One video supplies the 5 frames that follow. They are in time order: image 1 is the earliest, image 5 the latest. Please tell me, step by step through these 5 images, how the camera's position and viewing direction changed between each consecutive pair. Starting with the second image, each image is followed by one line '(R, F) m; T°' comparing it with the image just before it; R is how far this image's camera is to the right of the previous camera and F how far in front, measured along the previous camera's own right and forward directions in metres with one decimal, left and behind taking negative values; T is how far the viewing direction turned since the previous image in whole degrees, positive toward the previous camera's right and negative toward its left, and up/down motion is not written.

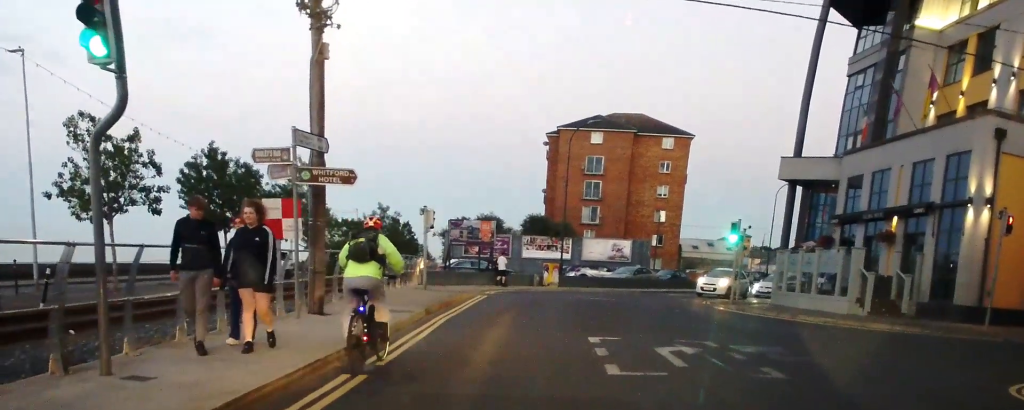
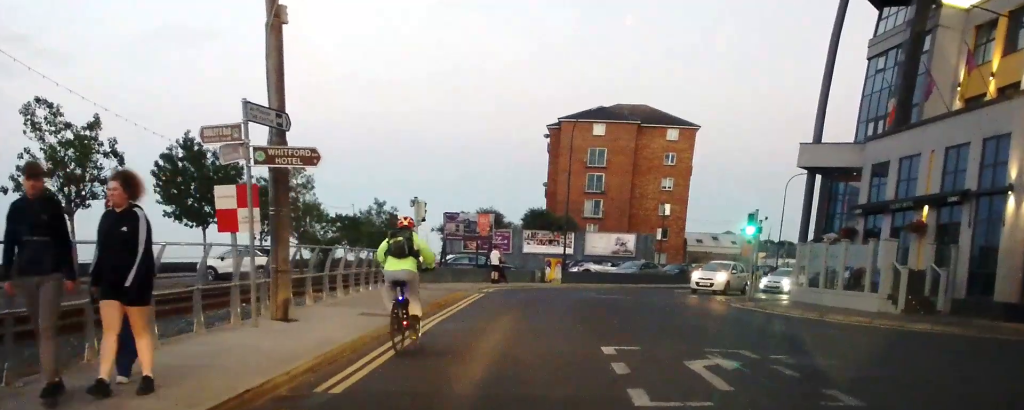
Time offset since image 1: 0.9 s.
(-0.1, +2.3) m; +1°
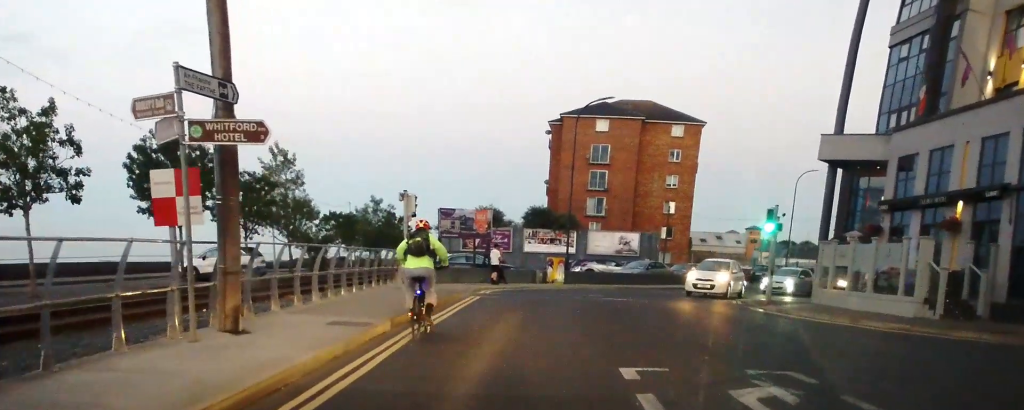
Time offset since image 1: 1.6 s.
(0.0, +2.3) m; +5°
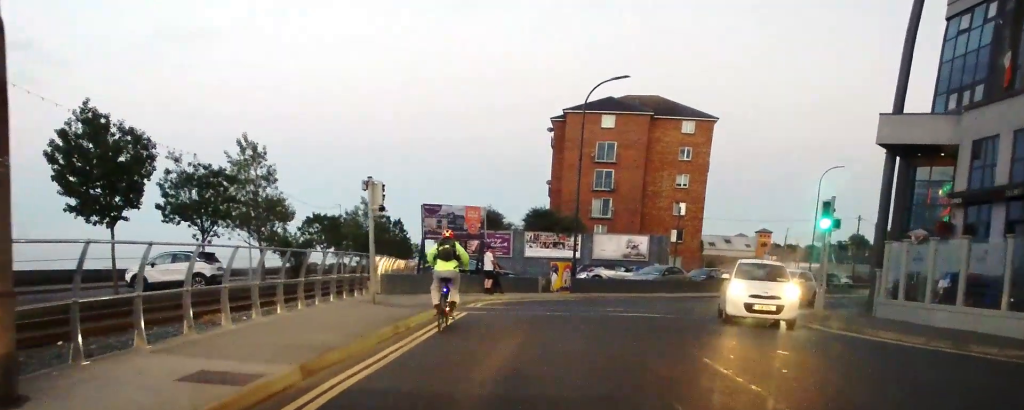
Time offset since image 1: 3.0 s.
(+0.2, +5.4) m; -1°
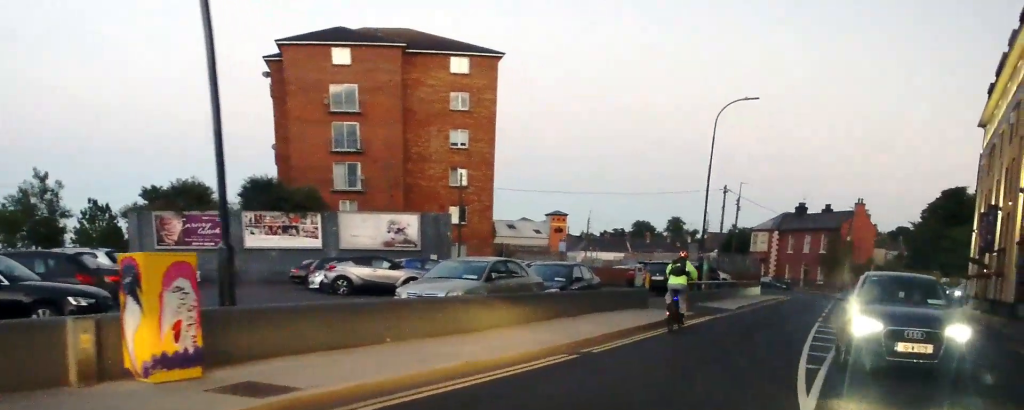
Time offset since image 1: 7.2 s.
(+2.1, +23.2) m; +20°
